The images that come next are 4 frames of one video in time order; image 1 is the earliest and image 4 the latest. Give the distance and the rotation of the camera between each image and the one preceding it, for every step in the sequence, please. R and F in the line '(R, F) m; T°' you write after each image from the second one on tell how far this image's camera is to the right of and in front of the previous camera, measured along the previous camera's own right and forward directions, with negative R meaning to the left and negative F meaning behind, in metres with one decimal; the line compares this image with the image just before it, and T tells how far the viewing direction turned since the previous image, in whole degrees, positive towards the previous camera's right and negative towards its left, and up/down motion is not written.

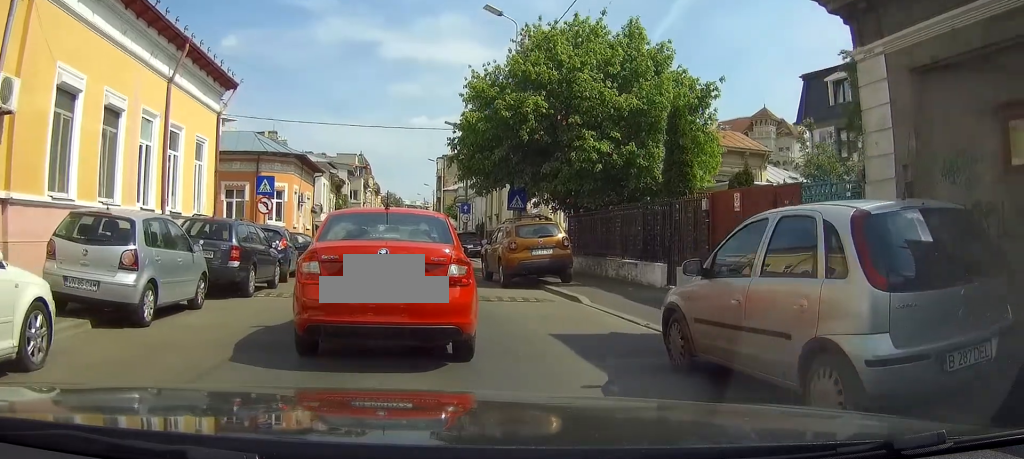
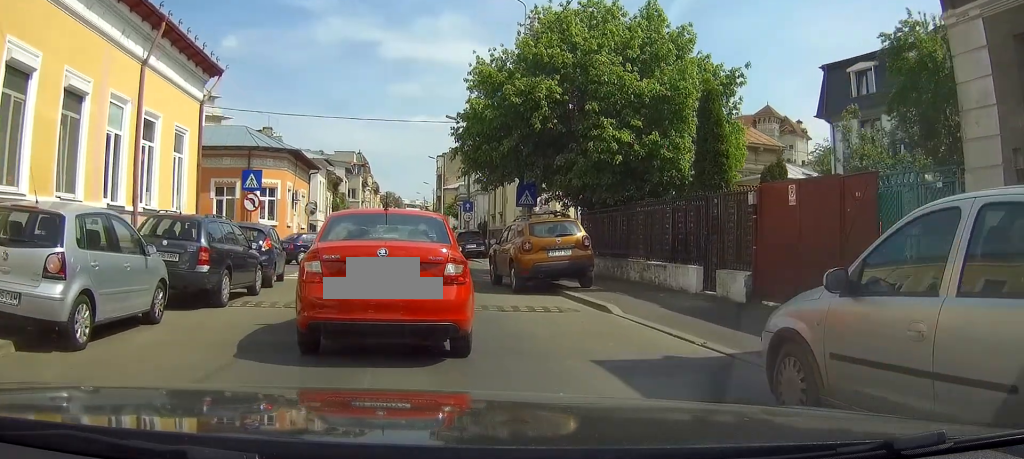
(0.0, +2.0) m; +1°
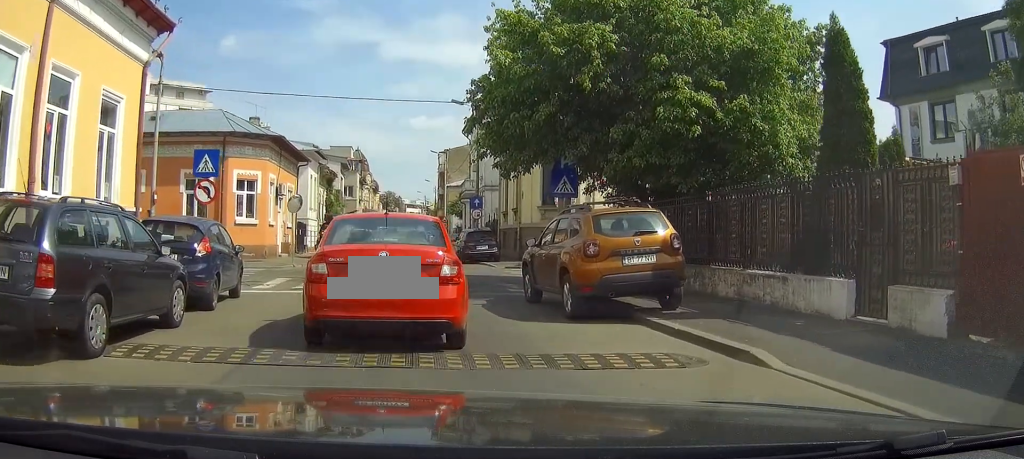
(+0.3, +5.1) m; +3°
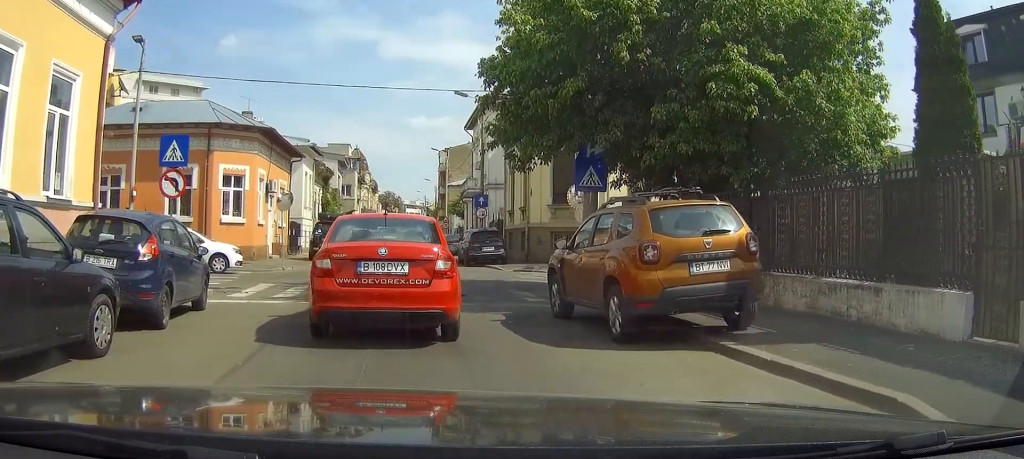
(-0.1, +2.3) m; -4°
